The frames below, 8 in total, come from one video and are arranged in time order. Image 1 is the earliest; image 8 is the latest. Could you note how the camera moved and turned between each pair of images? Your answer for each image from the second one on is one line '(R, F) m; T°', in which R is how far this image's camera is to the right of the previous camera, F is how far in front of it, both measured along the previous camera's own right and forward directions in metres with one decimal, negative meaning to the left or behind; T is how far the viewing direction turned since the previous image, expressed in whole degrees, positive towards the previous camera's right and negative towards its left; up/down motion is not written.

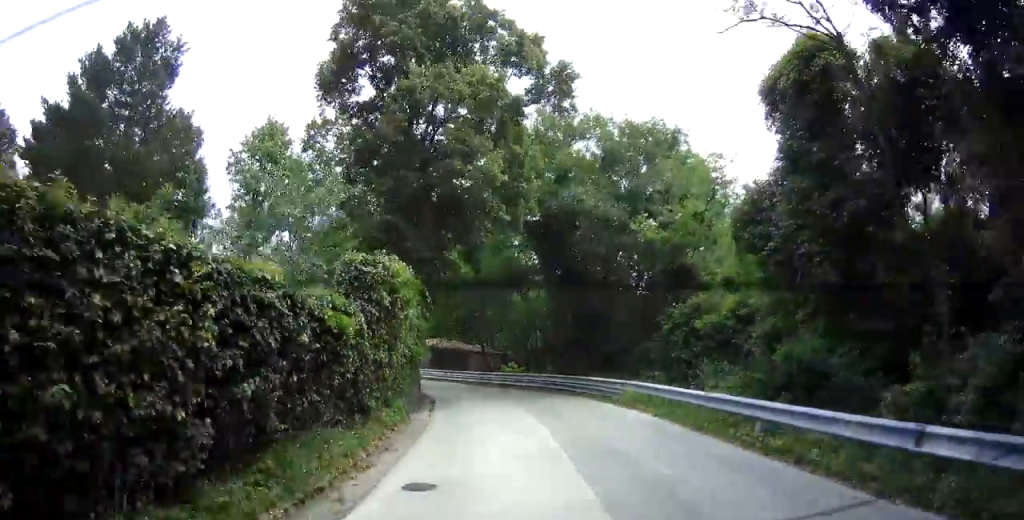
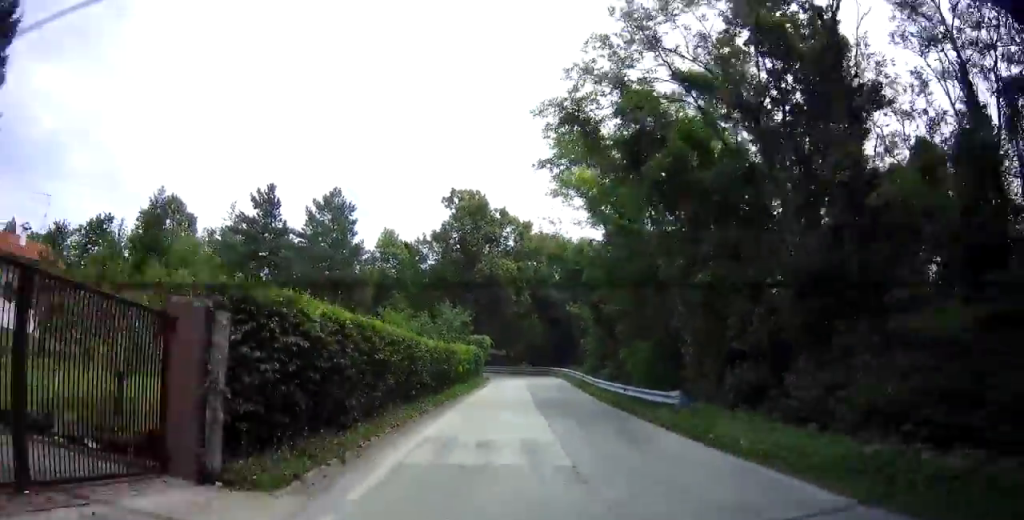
(-3.8, +29.4) m; -14°
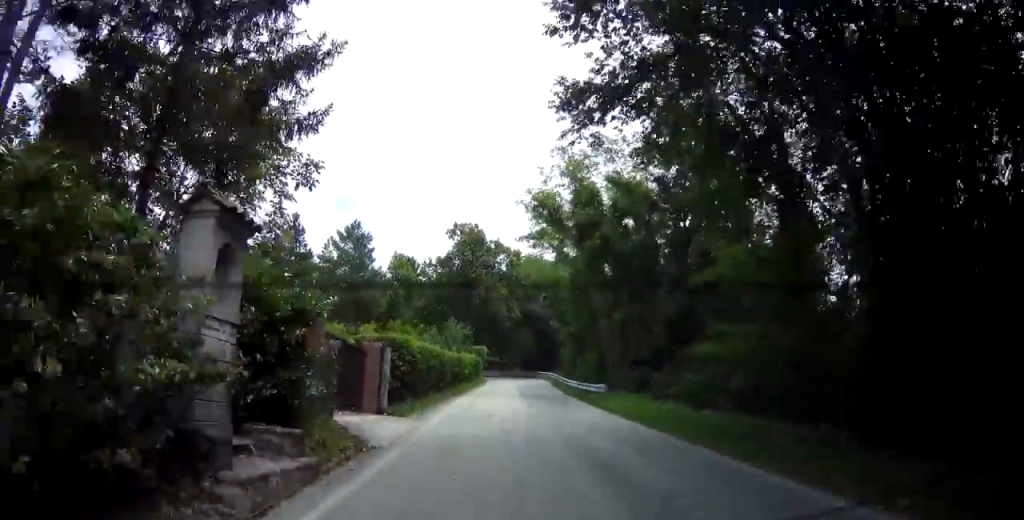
(0.0, +10.3) m; -1°
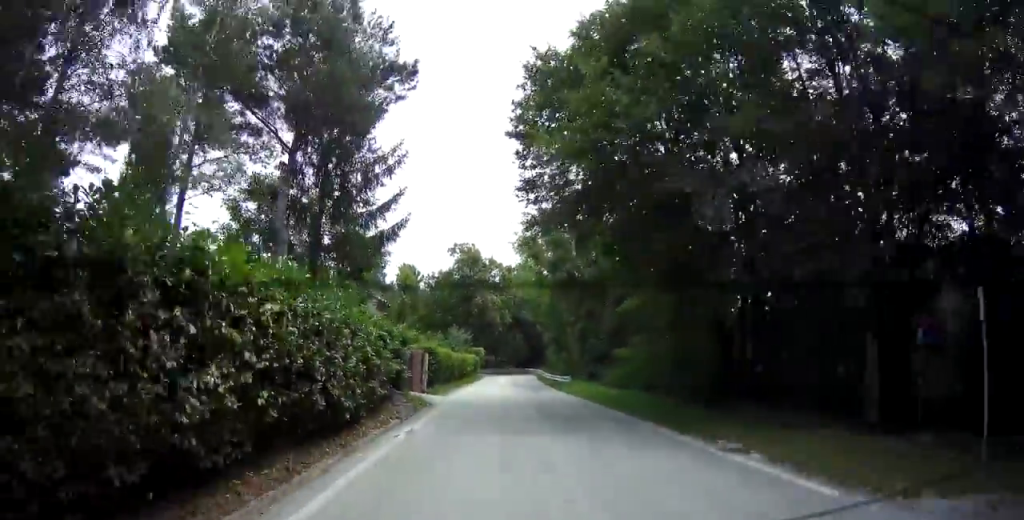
(-0.2, +10.0) m; +4°
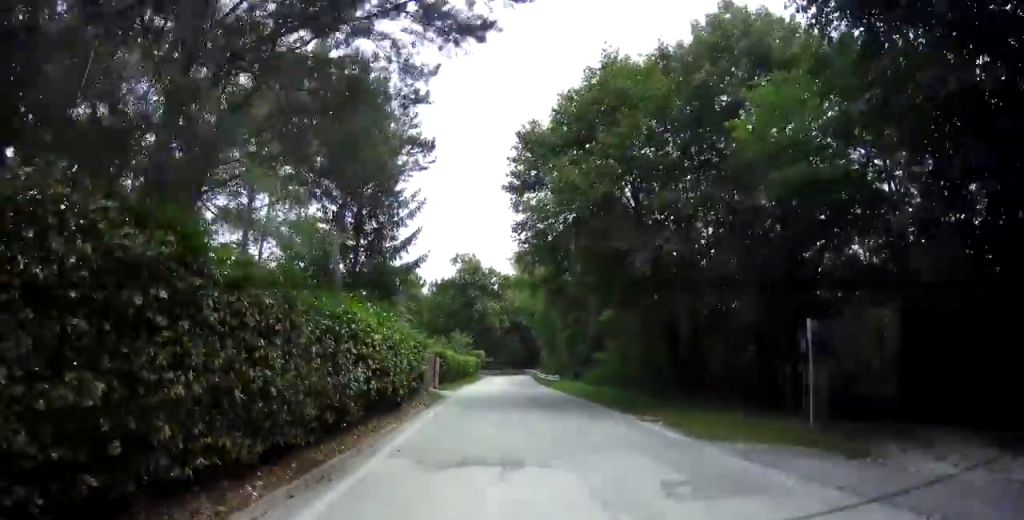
(-0.2, +5.8) m; +7°
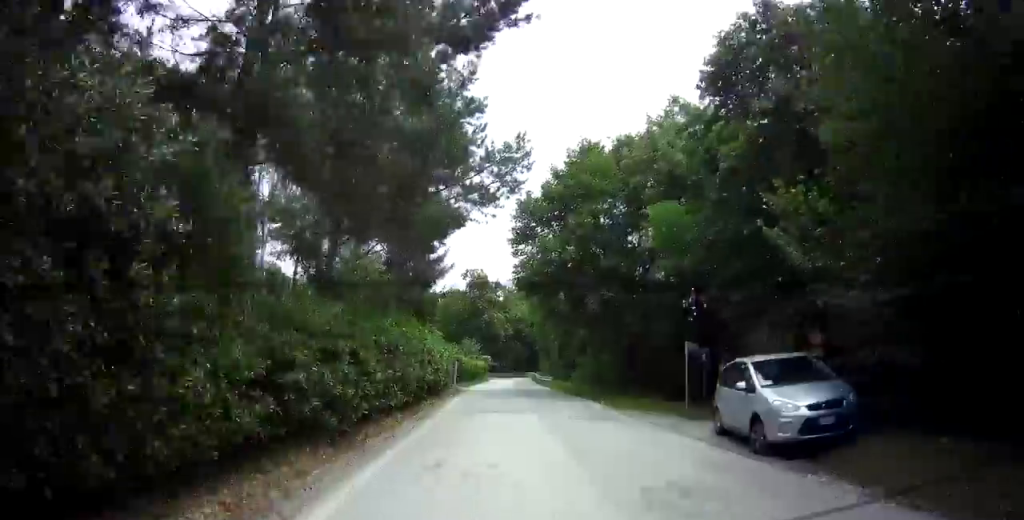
(+1.4, +9.6) m; -2°
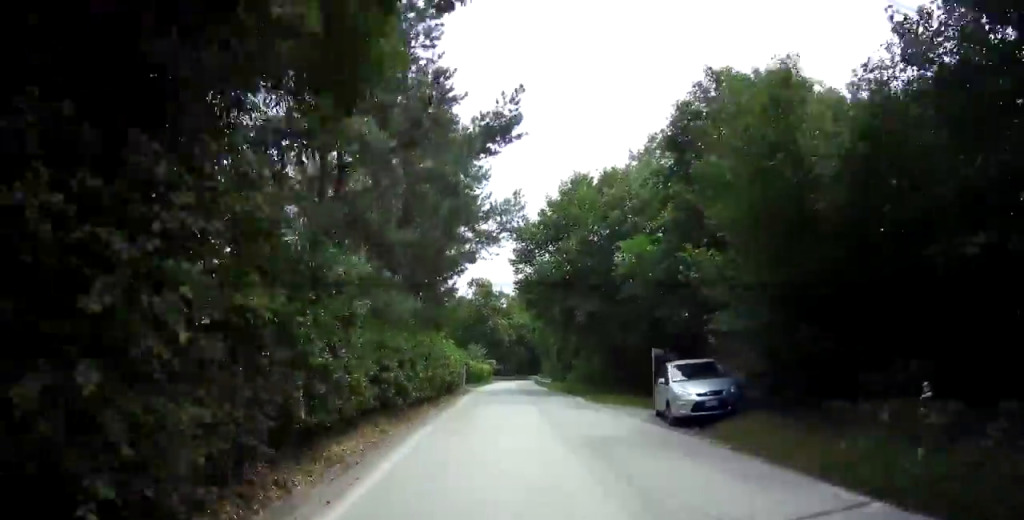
(+0.2, +5.3) m; -3°
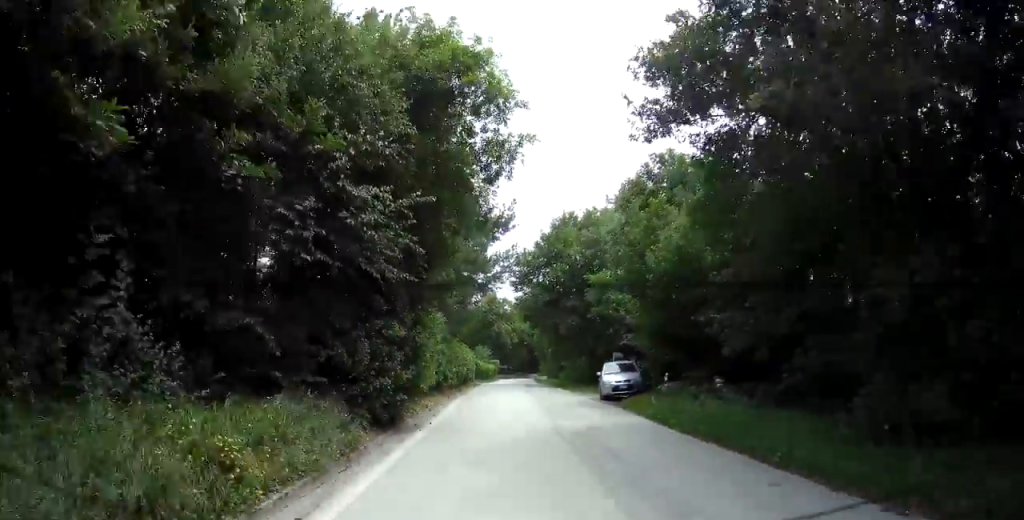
(-2.1, +9.9) m; -9°
